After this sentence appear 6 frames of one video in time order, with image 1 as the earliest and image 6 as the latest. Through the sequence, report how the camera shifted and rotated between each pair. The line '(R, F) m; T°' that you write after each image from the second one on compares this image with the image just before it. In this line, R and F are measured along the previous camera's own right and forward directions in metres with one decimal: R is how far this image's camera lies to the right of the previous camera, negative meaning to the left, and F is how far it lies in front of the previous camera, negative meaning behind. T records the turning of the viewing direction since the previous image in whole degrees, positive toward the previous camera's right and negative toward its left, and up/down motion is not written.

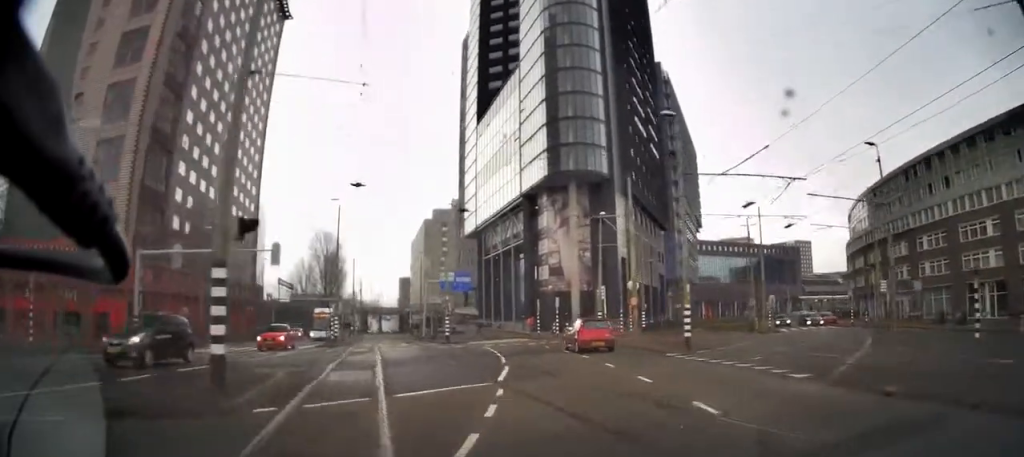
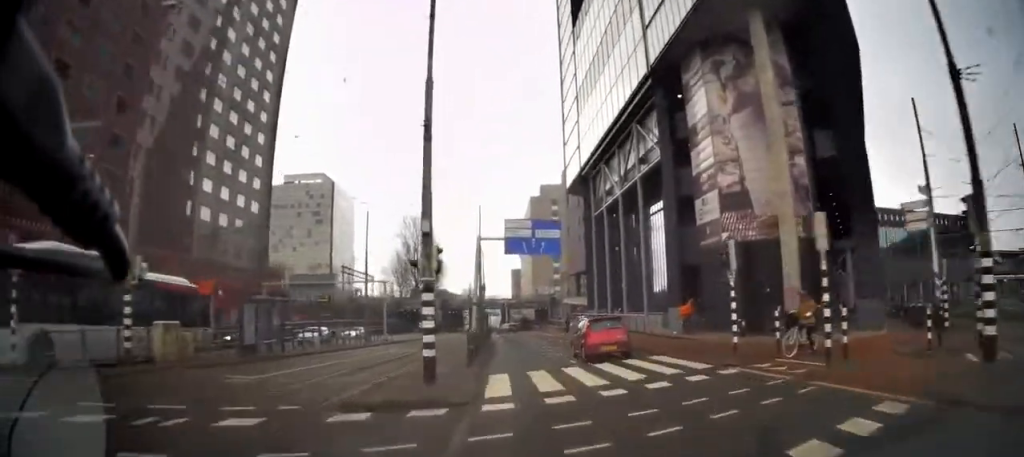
(-3.3, +28.9) m; -11°
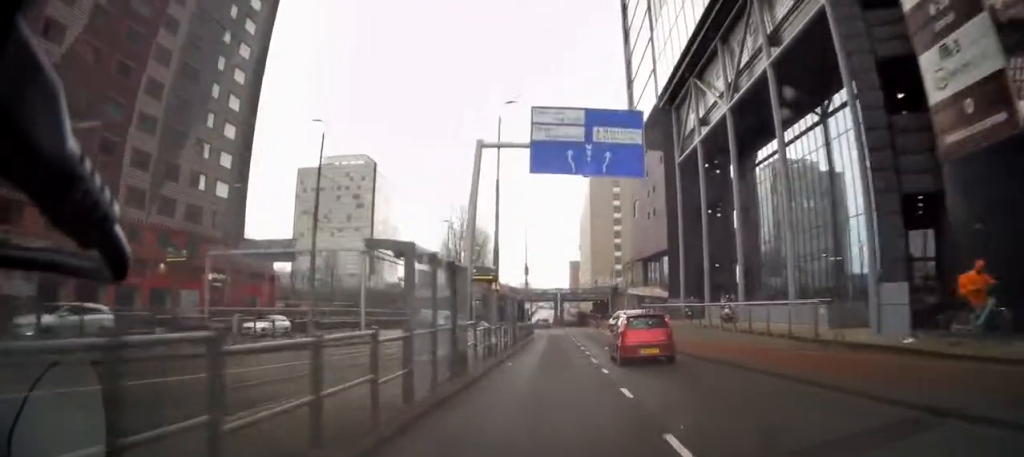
(-0.6, +16.0) m; -4°
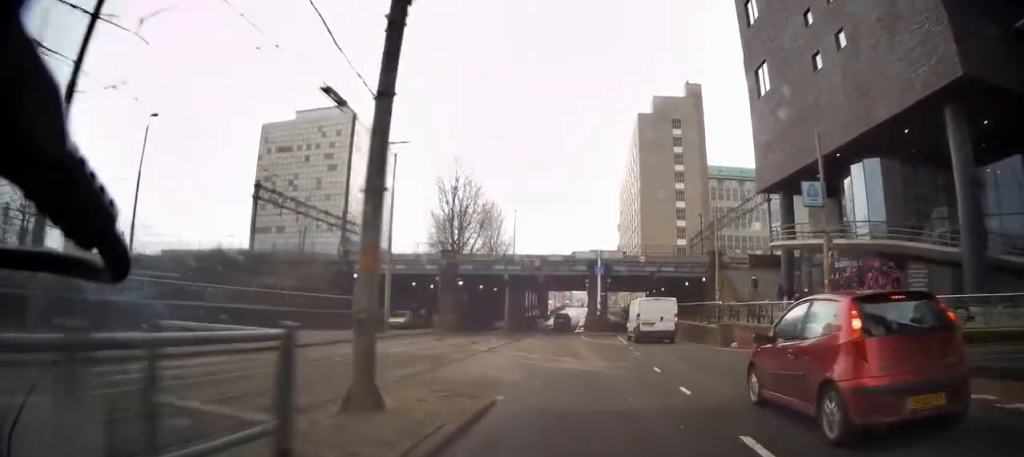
(-2.3, +45.4) m; -7°
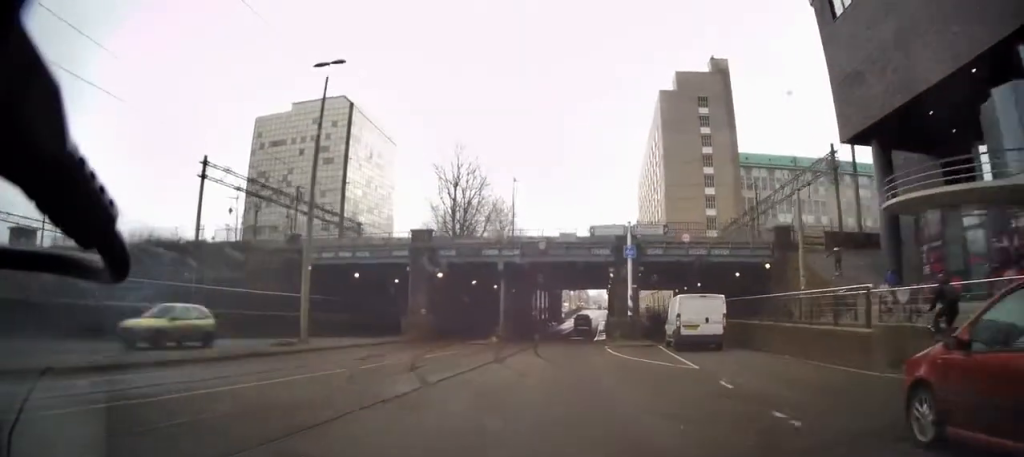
(-0.2, +11.4) m; -3°
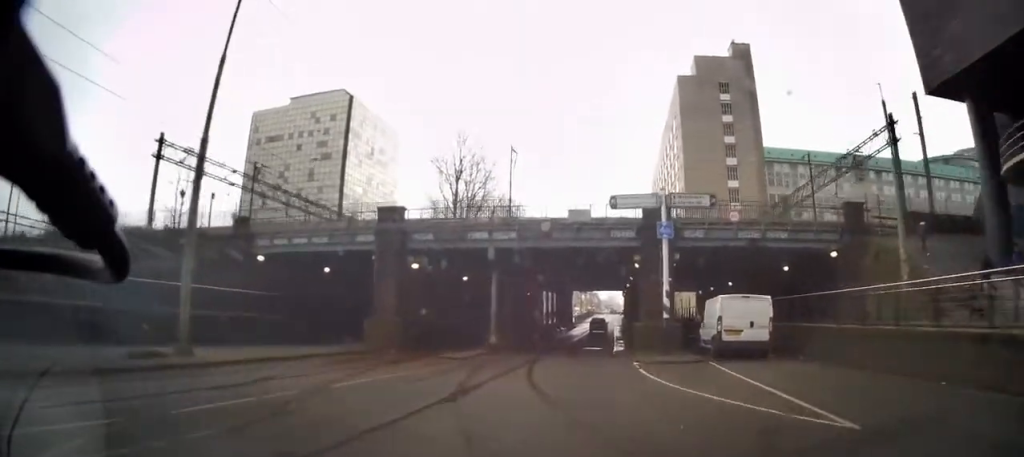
(-0.4, +7.6) m; -2°
